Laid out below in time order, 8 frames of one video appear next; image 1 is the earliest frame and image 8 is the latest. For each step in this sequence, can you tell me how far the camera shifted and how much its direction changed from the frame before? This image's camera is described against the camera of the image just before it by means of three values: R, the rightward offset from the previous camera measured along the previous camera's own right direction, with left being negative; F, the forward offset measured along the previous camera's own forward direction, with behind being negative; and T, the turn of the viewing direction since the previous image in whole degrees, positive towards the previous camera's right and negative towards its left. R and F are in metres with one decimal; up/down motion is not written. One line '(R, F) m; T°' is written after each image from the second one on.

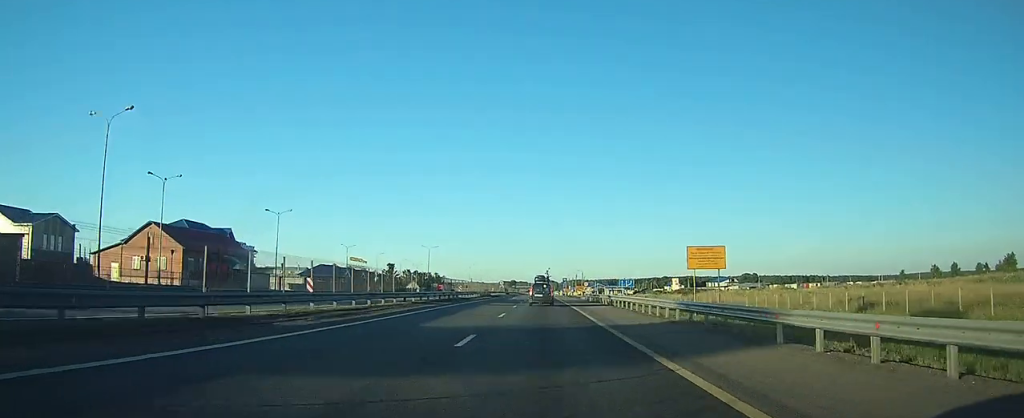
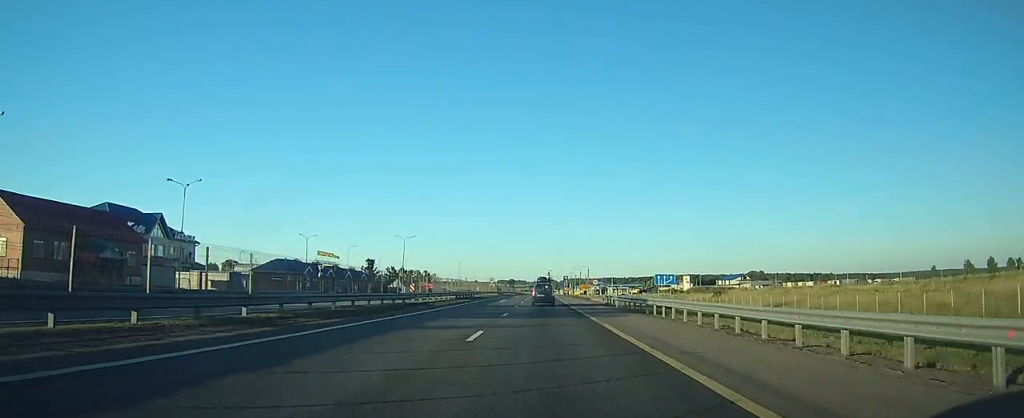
(0.0, +23.3) m; 0°
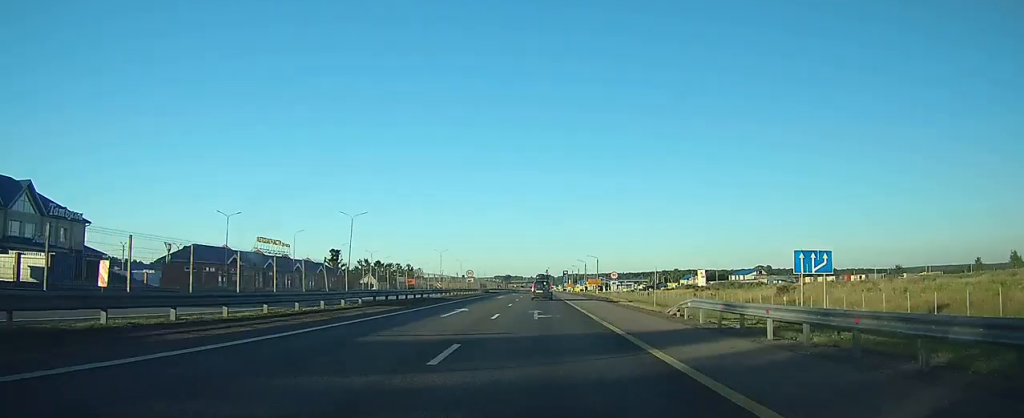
(-0.1, +29.0) m; 0°
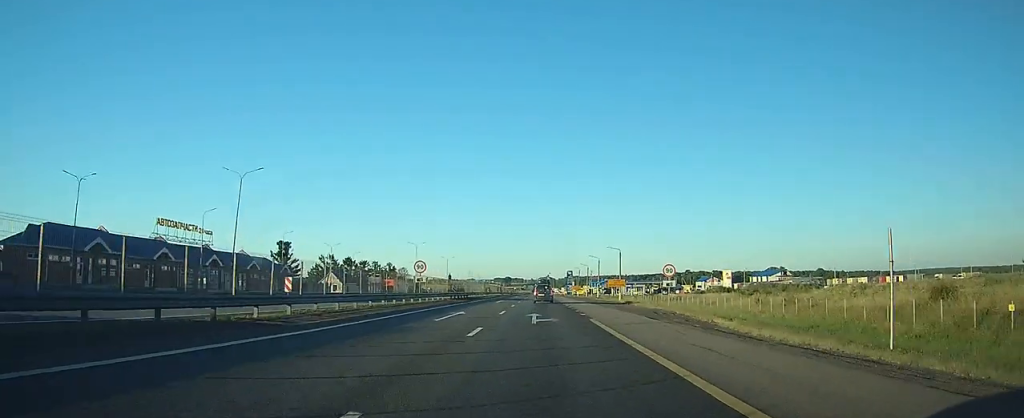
(0.0, +30.8) m; 0°
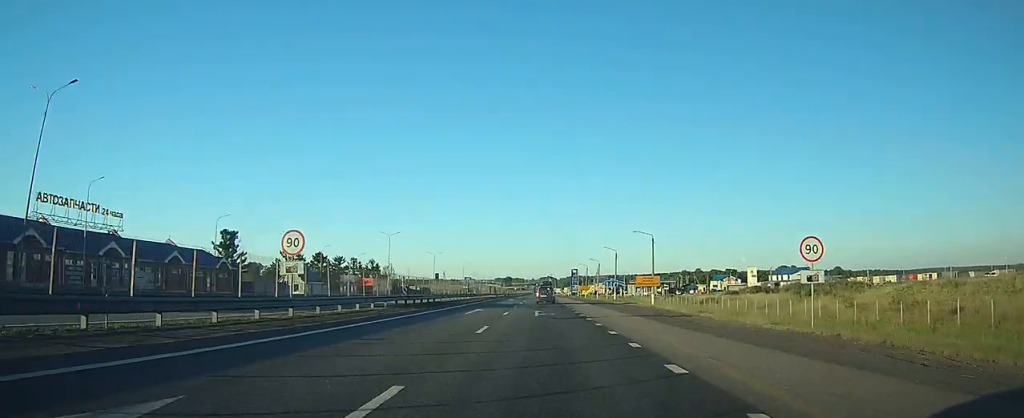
(0.0, +22.4) m; 0°
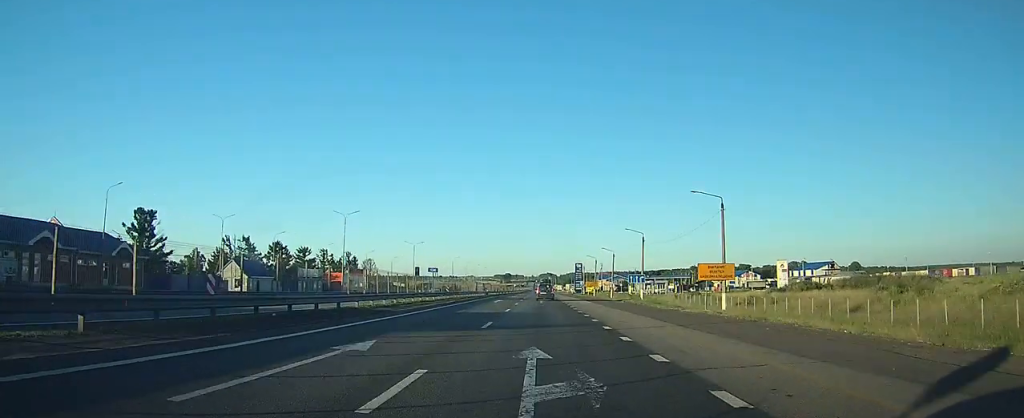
(-0.1, +22.5) m; 0°
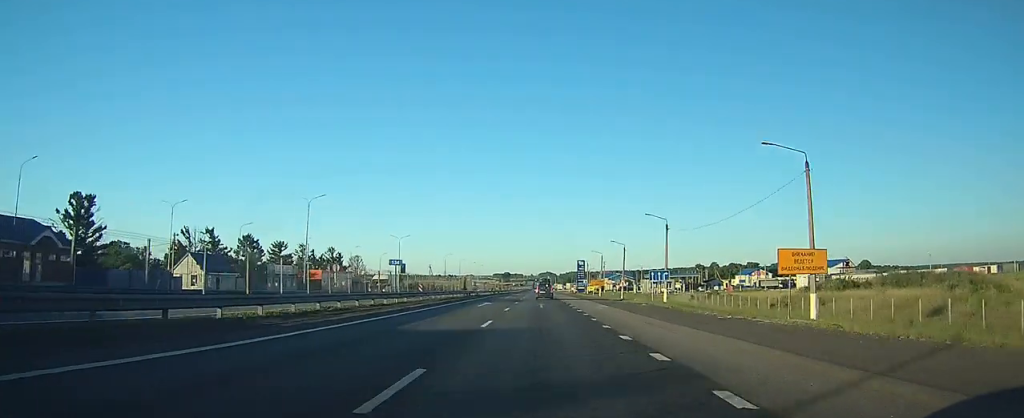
(0.0, +12.1) m; 0°
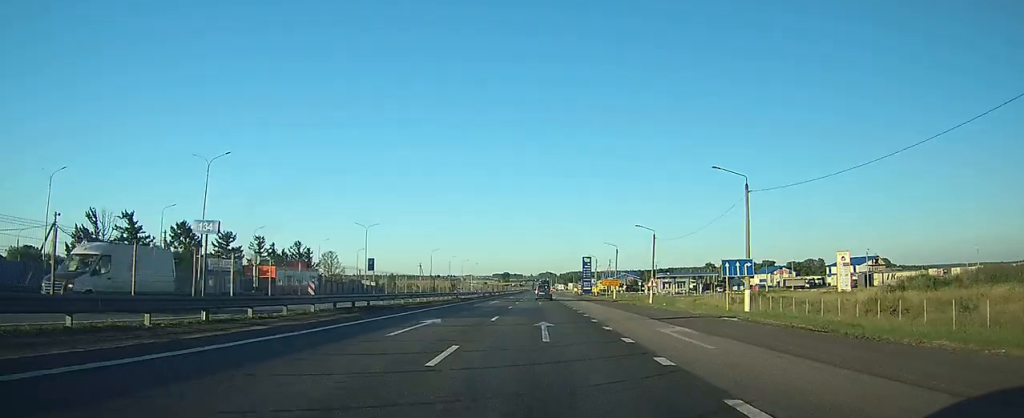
(0.0, +20.5) m; 0°
